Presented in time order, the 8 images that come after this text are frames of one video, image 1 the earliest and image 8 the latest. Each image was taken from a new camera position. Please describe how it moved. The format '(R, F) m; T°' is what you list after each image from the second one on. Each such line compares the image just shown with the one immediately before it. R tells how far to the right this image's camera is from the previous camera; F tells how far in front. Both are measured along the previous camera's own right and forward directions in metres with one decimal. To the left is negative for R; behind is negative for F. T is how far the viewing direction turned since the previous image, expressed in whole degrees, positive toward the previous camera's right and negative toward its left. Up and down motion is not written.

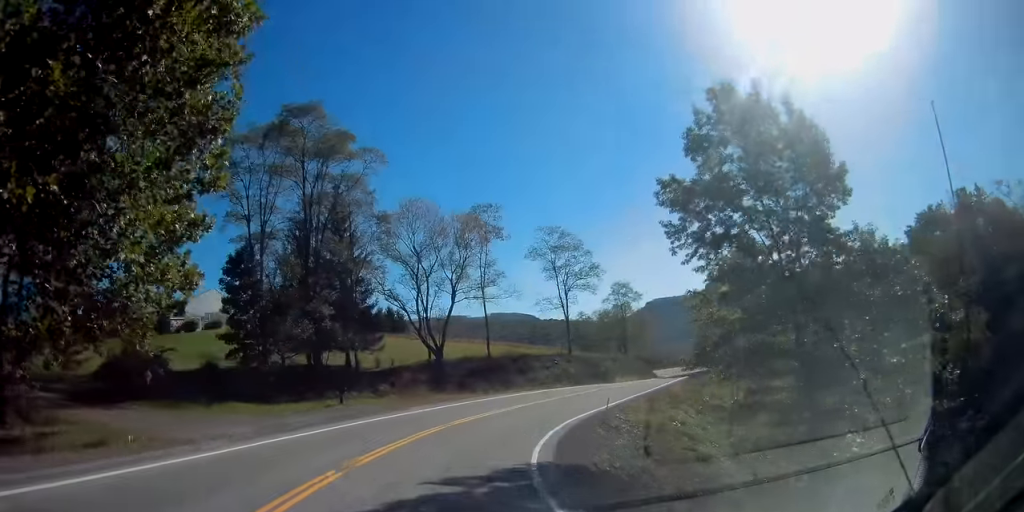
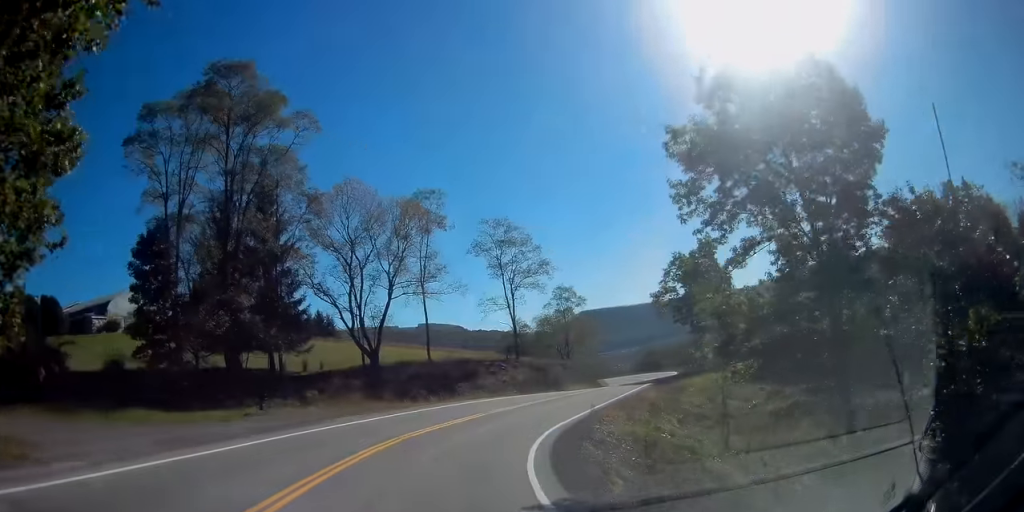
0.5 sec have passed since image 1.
(+0.5, +6.2) m; +7°
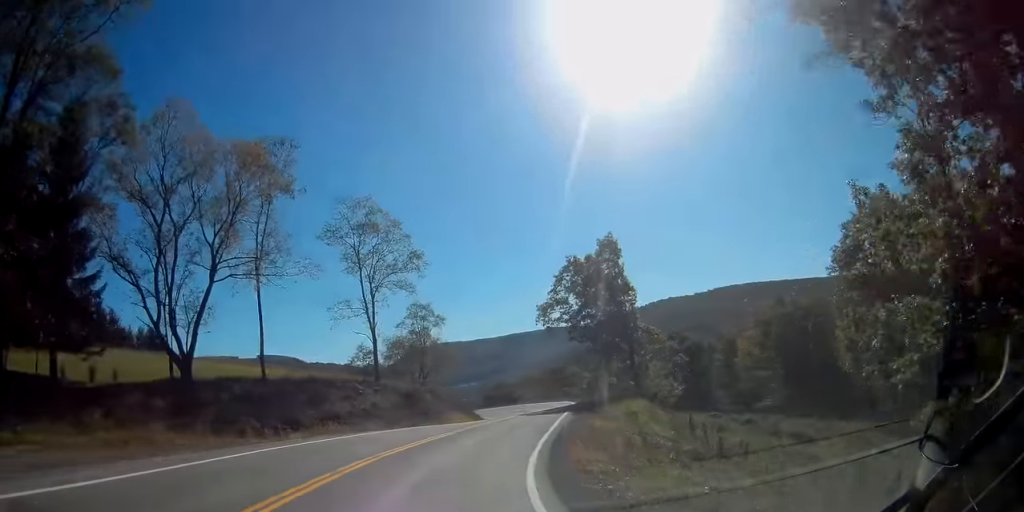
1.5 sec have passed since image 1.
(+1.8, +14.0) m; +16°
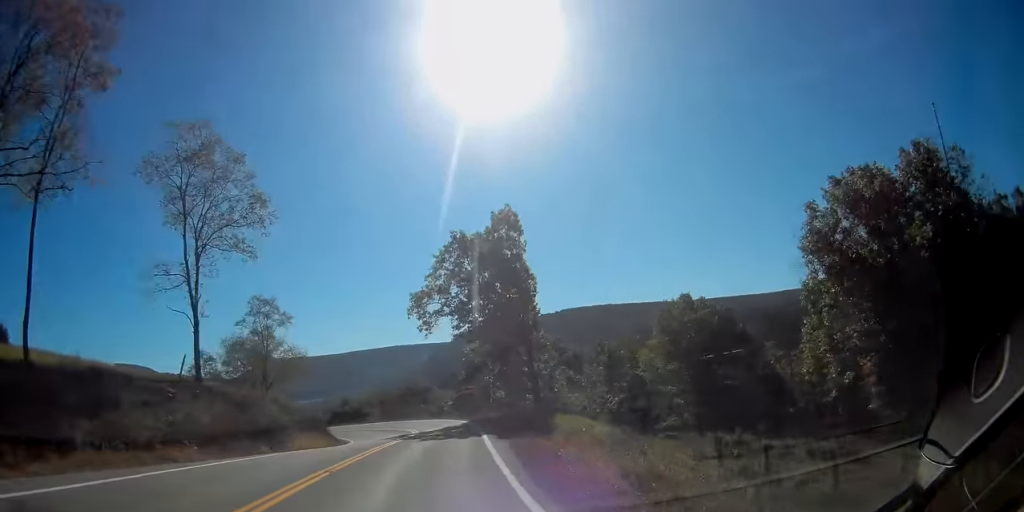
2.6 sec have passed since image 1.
(+1.9, +13.4) m; +14°
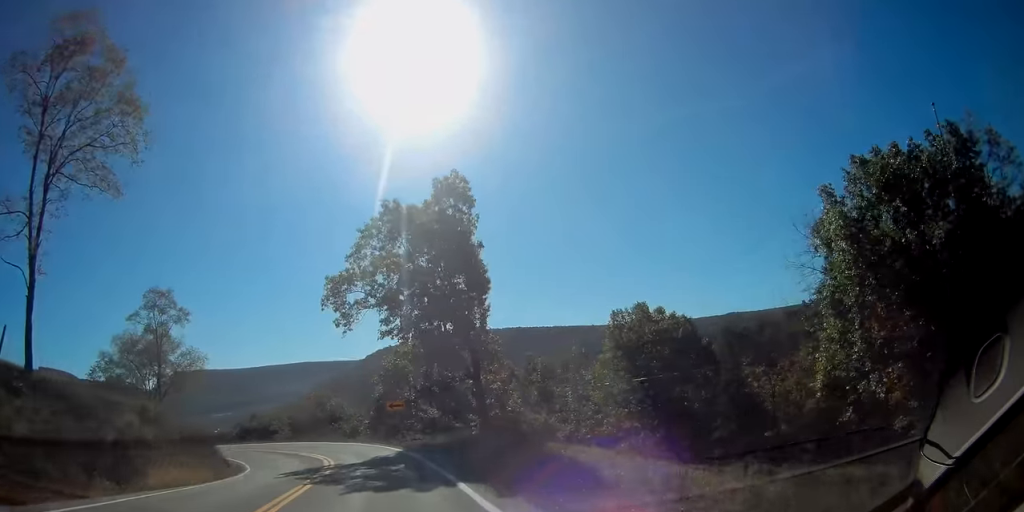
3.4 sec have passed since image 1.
(+0.8, +10.5) m; +8°
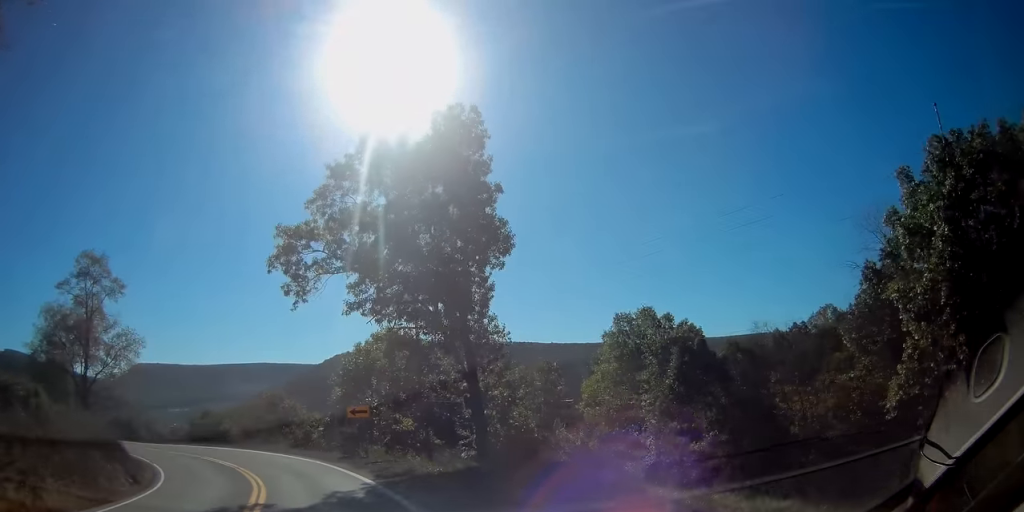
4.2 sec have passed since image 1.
(+0.6, +10.0) m; +3°
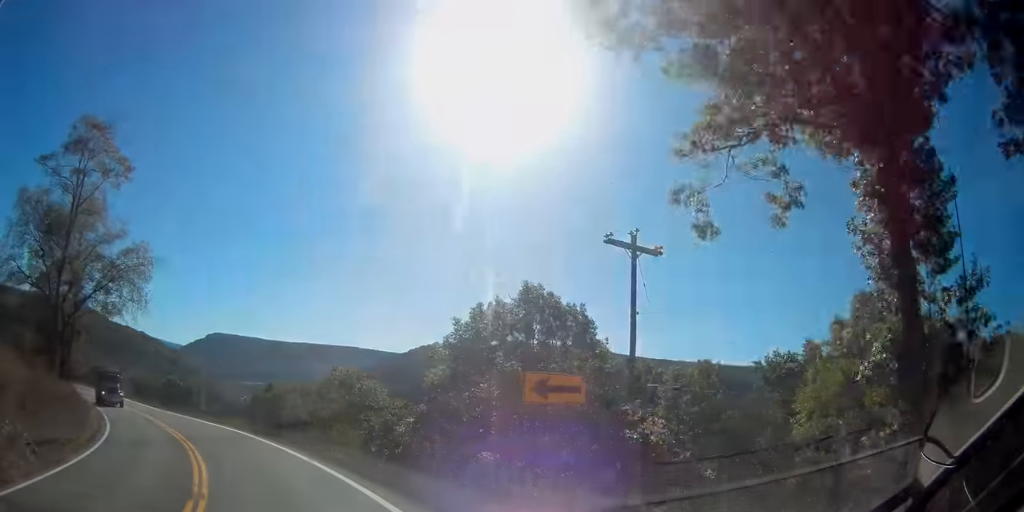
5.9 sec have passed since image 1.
(-0.8, +19.3) m; -8°
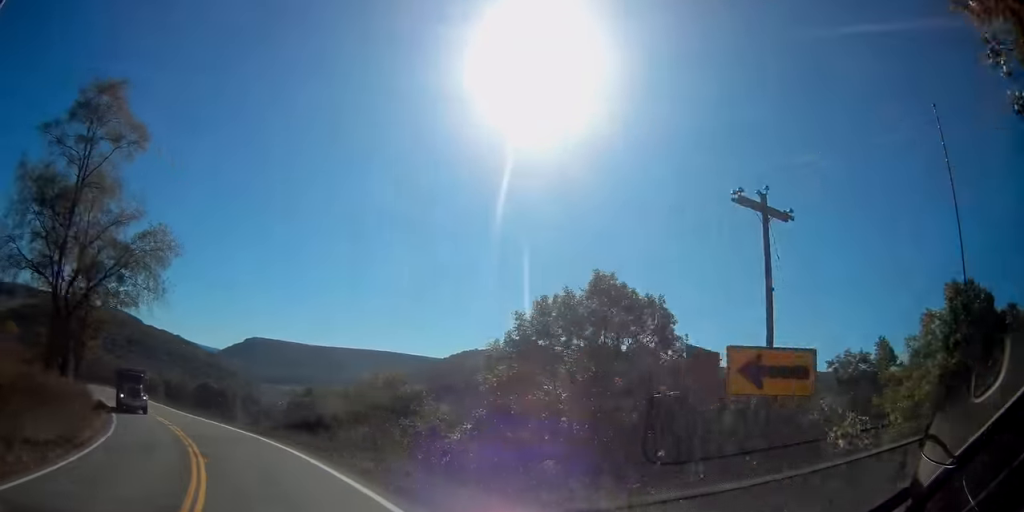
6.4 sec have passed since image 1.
(-0.2, +4.9) m; -3°
